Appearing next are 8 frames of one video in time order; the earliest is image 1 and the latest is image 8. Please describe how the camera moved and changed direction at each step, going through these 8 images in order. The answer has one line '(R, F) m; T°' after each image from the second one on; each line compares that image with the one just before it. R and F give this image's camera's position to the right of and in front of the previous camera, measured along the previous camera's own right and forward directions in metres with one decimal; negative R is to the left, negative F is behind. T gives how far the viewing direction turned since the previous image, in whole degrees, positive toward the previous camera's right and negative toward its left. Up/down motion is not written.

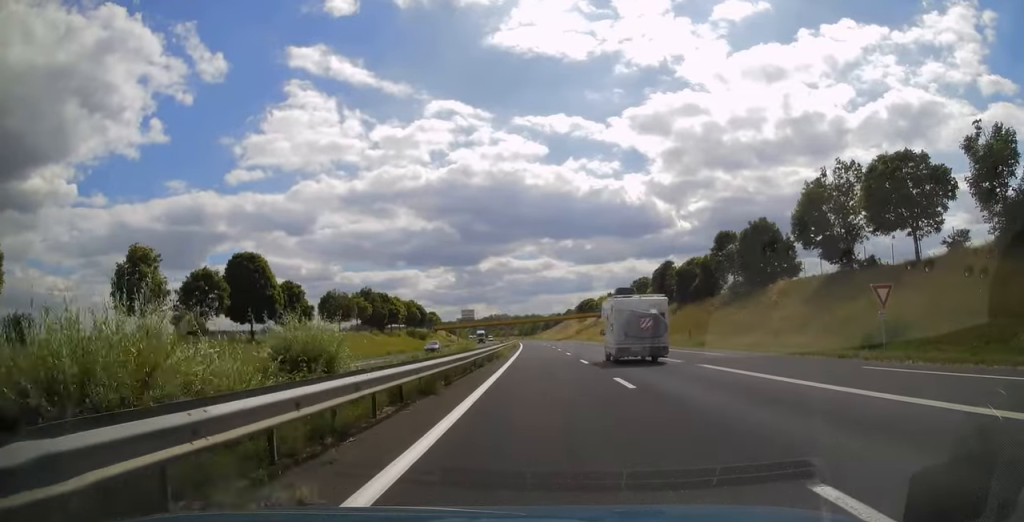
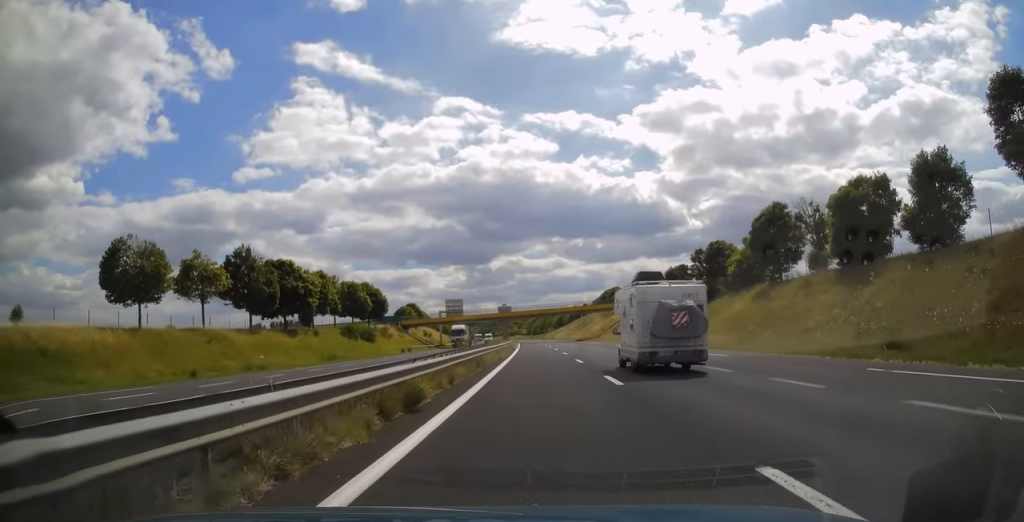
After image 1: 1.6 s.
(0.0, +51.1) m; -1°
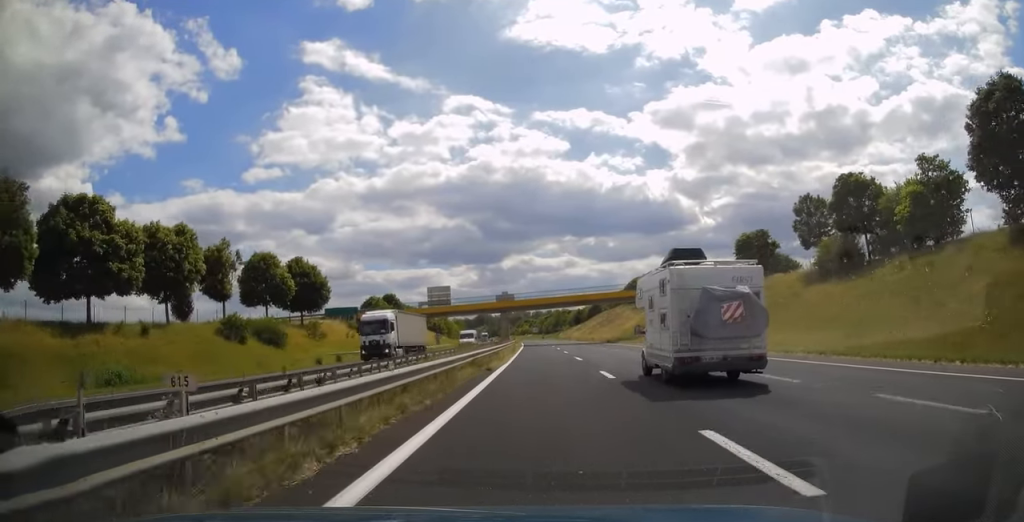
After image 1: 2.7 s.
(-0.6, +36.6) m; -2°
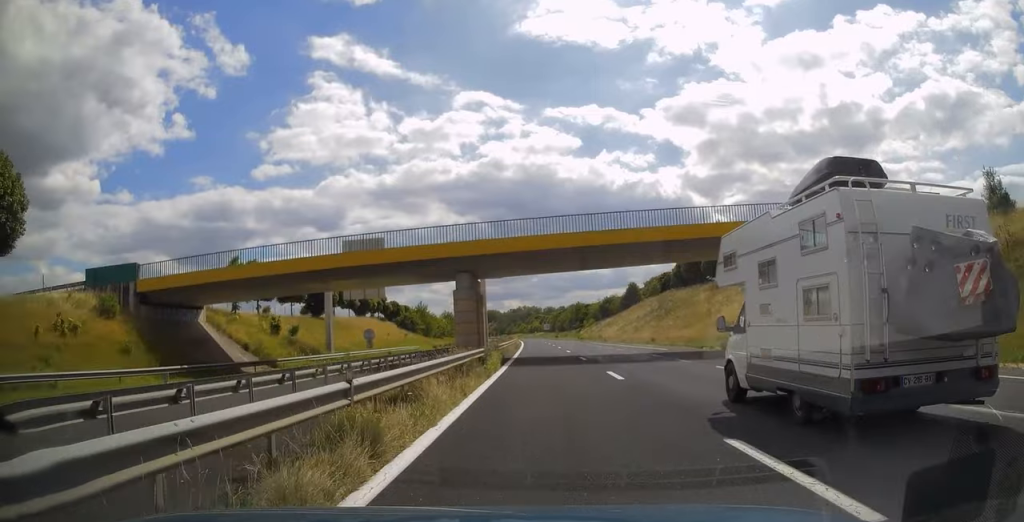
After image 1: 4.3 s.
(-0.4, +52.5) m; -1°
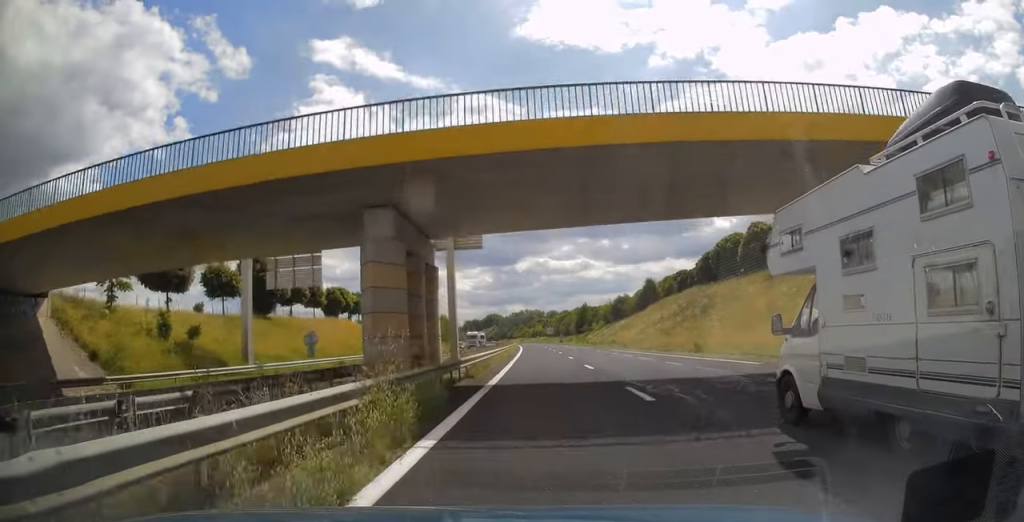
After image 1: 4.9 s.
(0.0, +17.3) m; 0°
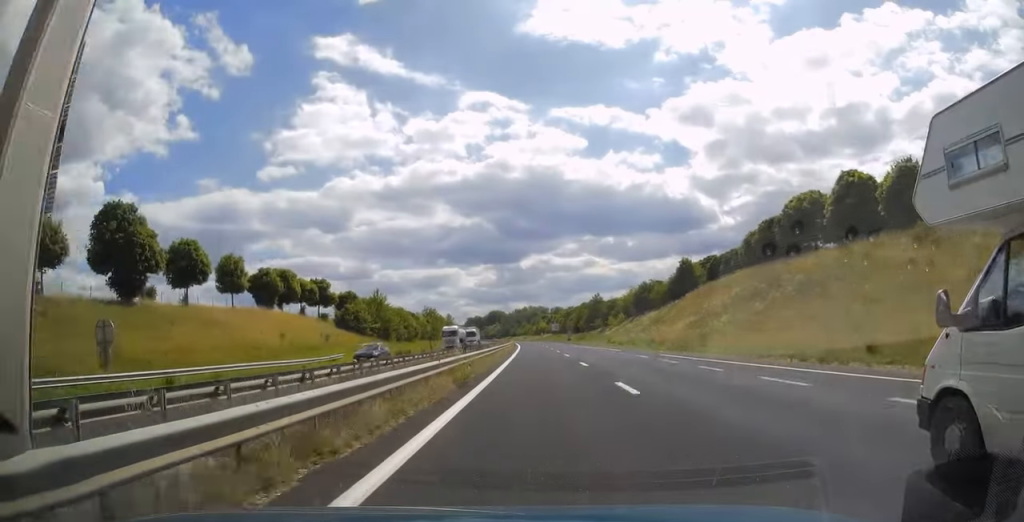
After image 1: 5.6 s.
(-0.1, +24.8) m; -1°
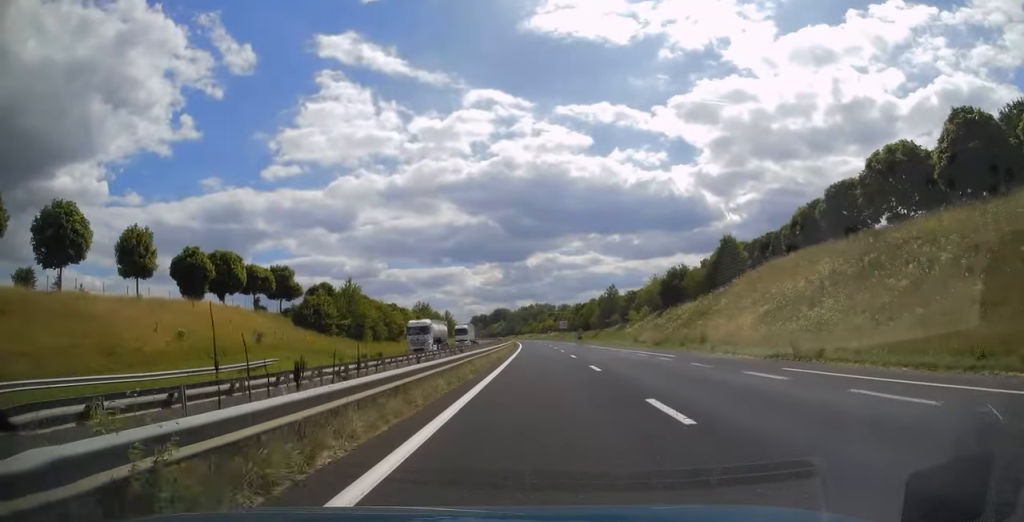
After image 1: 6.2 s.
(-0.1, +17.3) m; -1°
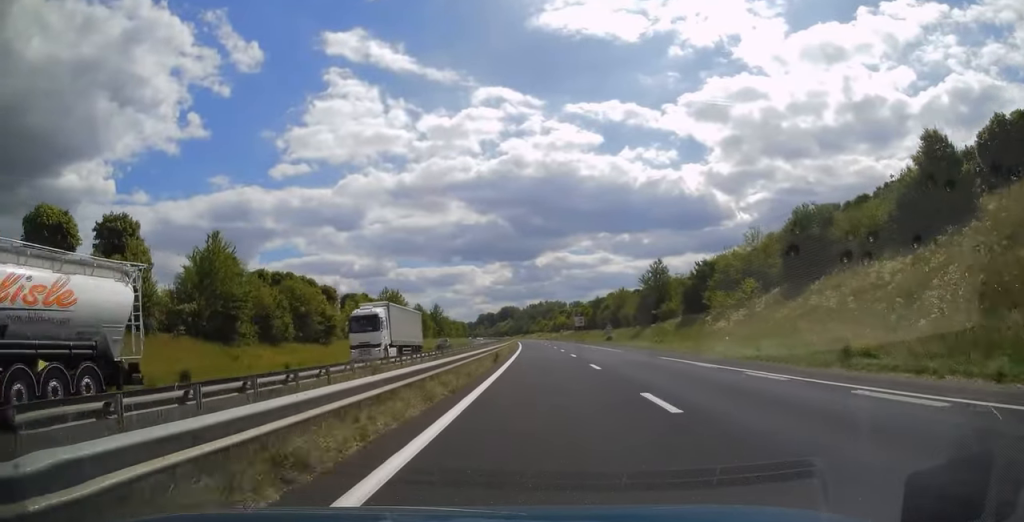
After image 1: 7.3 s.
(-0.4, +37.4) m; -1°
